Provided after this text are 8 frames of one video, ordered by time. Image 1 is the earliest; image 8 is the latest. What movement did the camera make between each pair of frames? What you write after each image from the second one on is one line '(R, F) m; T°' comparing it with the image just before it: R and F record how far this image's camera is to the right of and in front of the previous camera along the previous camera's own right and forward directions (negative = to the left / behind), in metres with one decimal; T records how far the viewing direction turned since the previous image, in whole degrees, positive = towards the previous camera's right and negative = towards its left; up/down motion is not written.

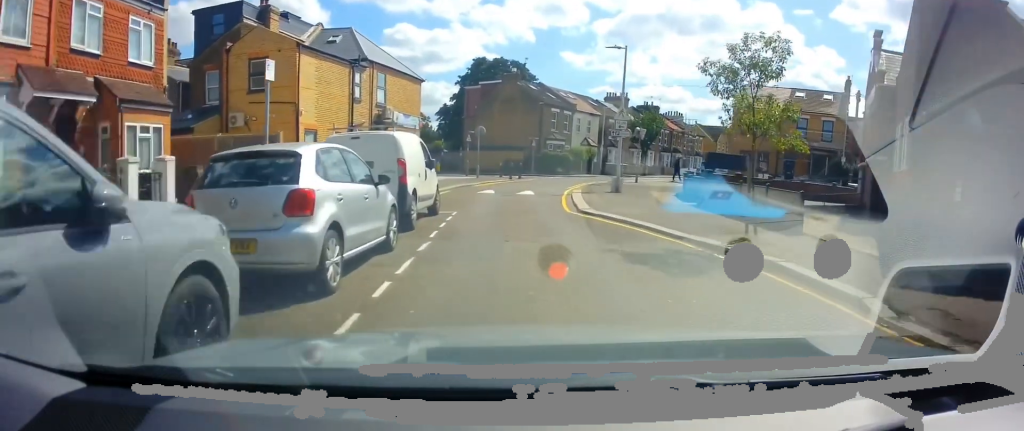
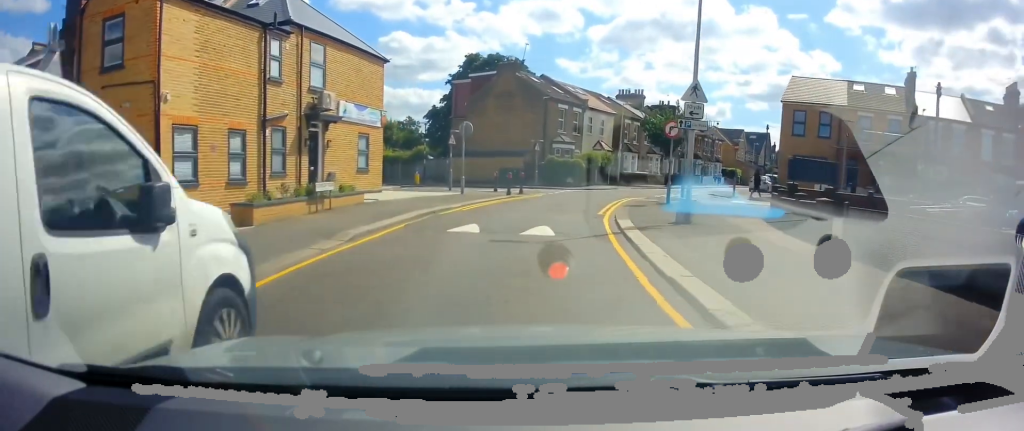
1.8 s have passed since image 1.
(+0.3, +8.9) m; +5°
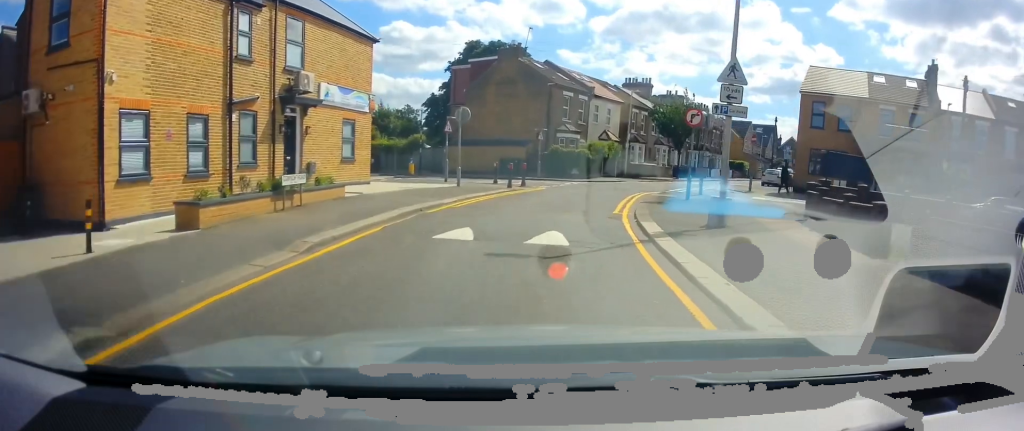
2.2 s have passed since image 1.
(+0.1, +2.2) m; -1°
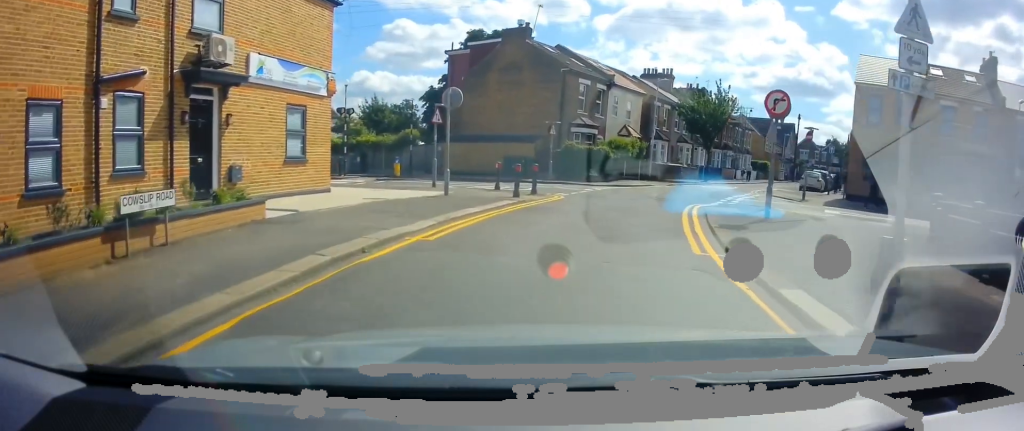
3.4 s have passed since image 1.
(-0.2, +5.7) m; -2°
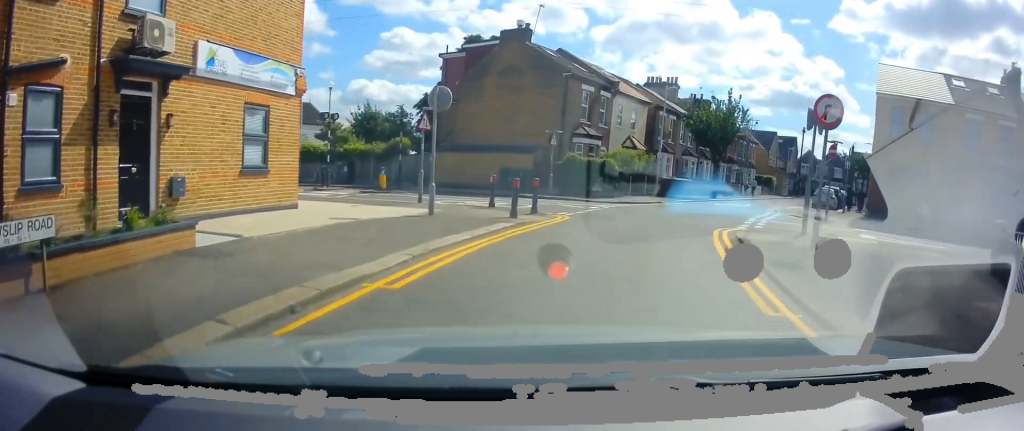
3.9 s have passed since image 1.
(0.0, +2.5) m; +1°
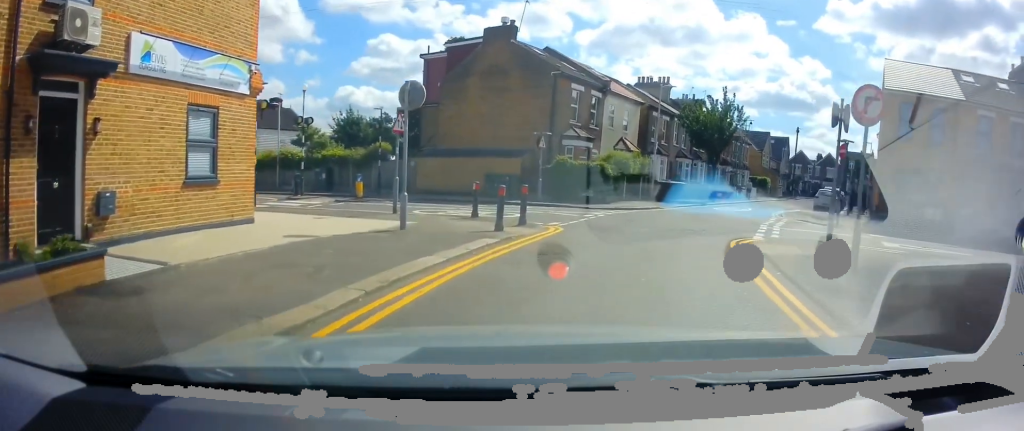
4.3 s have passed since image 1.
(+0.1, +2.0) m; +1°
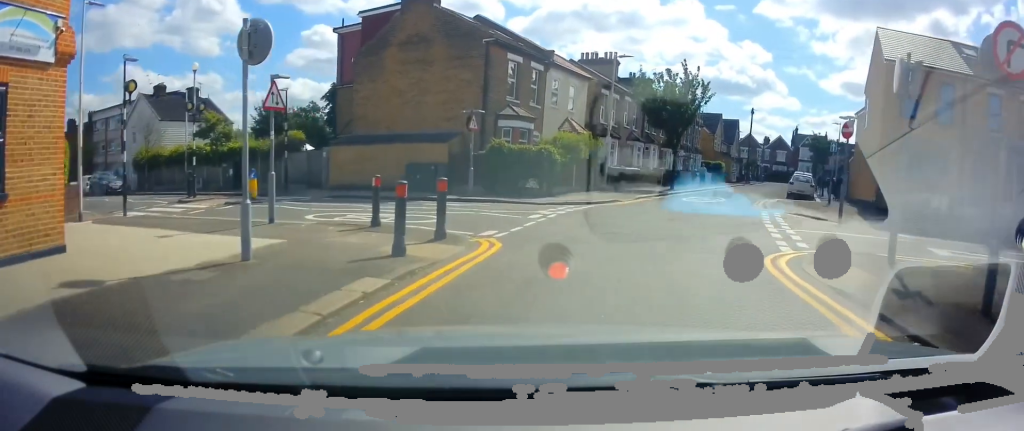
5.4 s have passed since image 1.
(+0.1, +5.1) m; +7°
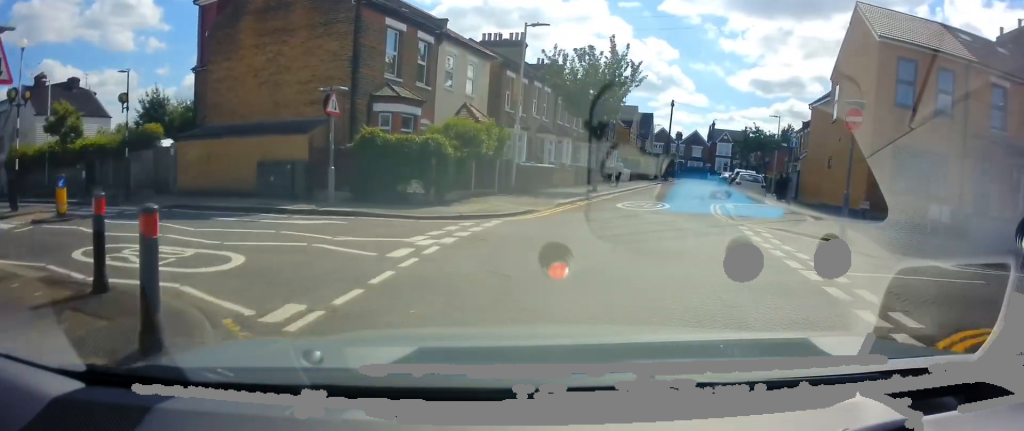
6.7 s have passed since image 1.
(+0.8, +5.9) m; +12°
